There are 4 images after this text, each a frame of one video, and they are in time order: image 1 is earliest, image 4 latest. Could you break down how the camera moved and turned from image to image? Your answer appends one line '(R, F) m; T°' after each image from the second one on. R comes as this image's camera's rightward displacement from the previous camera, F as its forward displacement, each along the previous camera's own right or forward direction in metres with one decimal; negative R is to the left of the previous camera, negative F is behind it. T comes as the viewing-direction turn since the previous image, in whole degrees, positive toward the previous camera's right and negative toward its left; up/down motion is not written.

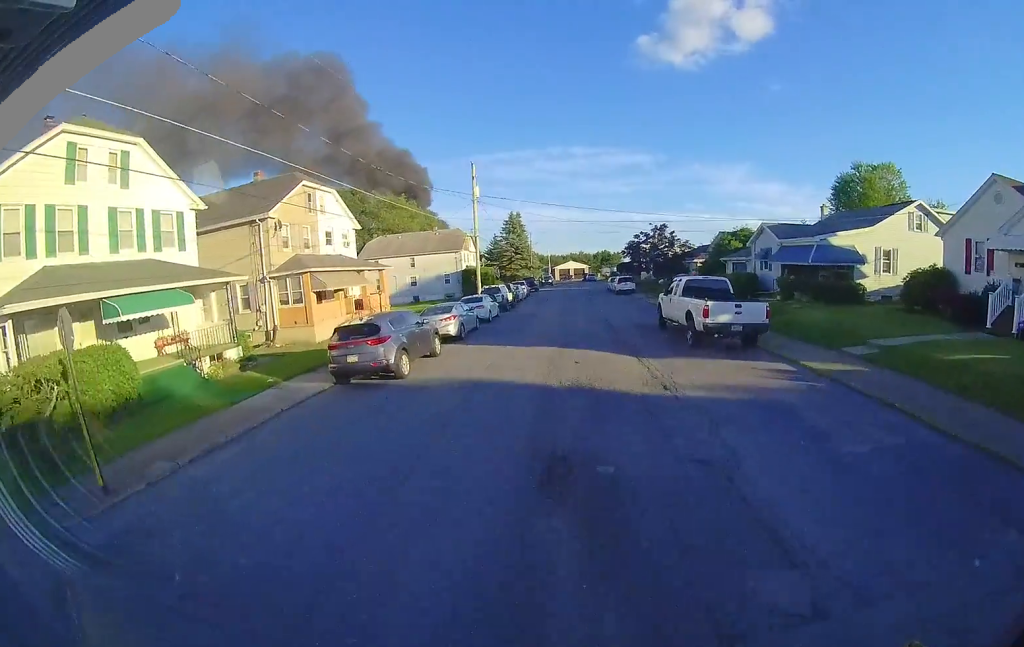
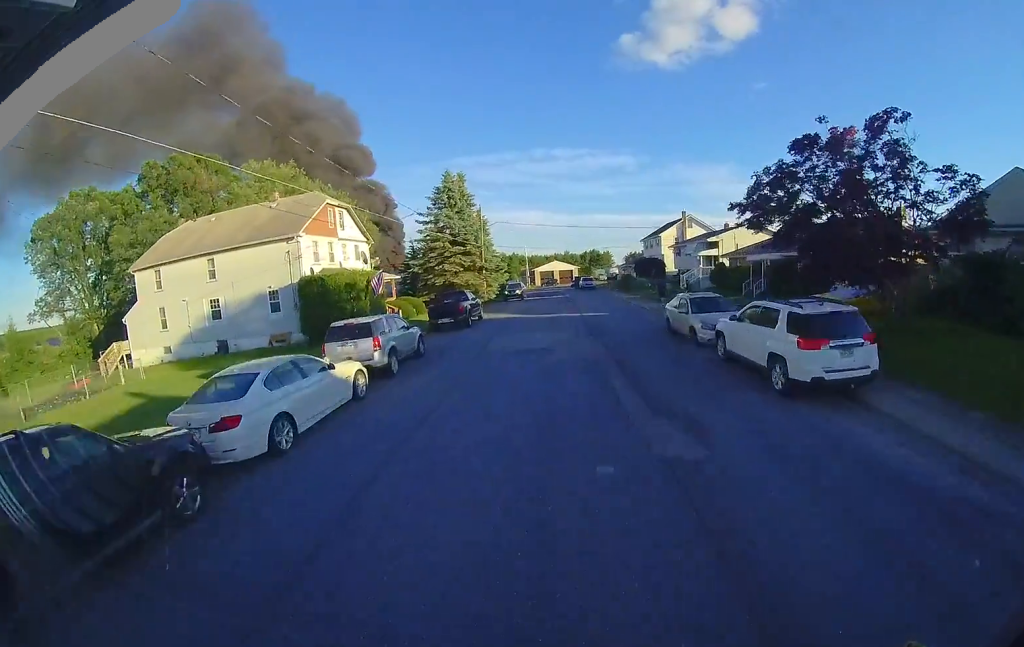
(-1.9, +29.1) m; -4°
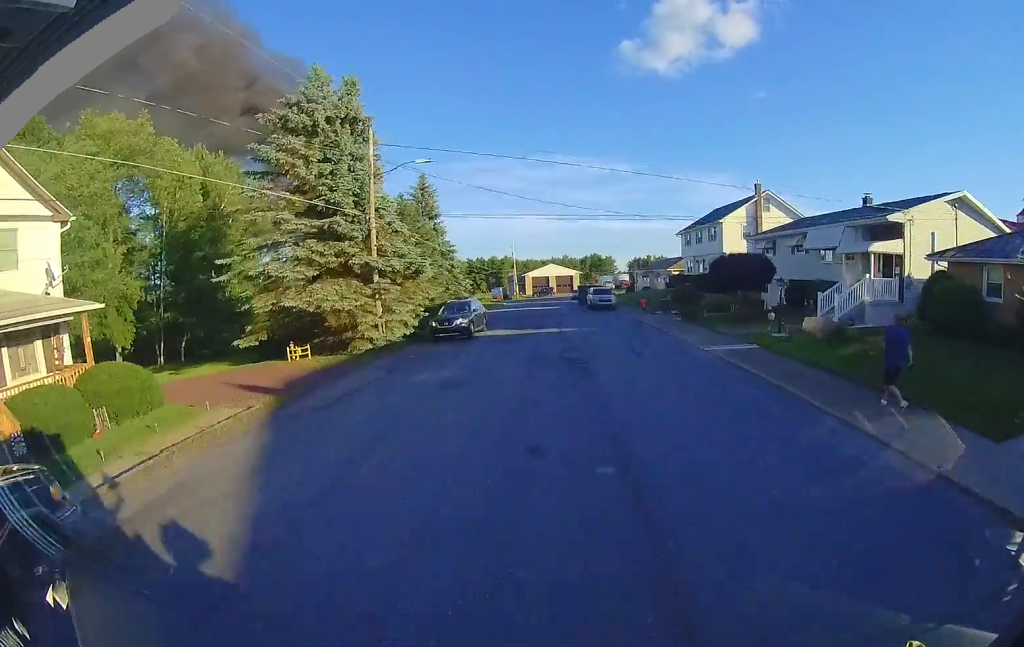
(+1.4, +21.4) m; +8°
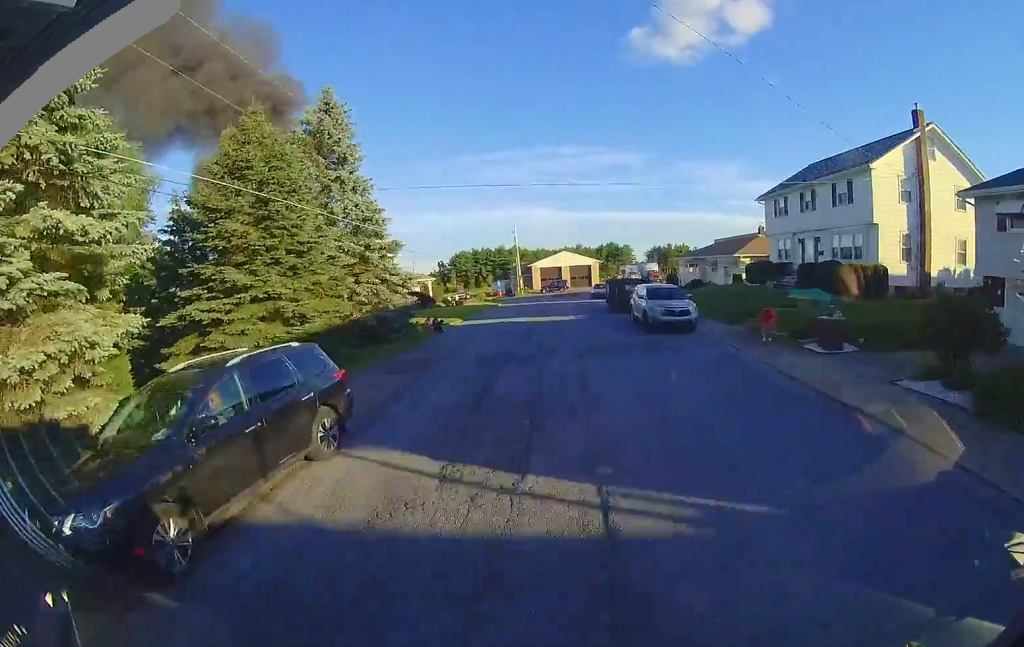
(+0.2, +16.4) m; -2°
